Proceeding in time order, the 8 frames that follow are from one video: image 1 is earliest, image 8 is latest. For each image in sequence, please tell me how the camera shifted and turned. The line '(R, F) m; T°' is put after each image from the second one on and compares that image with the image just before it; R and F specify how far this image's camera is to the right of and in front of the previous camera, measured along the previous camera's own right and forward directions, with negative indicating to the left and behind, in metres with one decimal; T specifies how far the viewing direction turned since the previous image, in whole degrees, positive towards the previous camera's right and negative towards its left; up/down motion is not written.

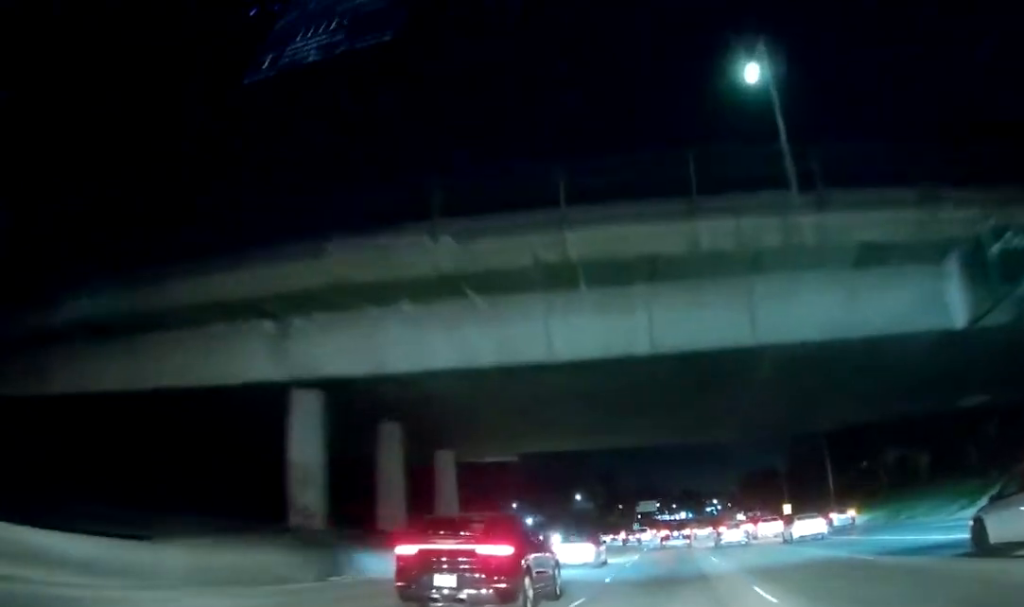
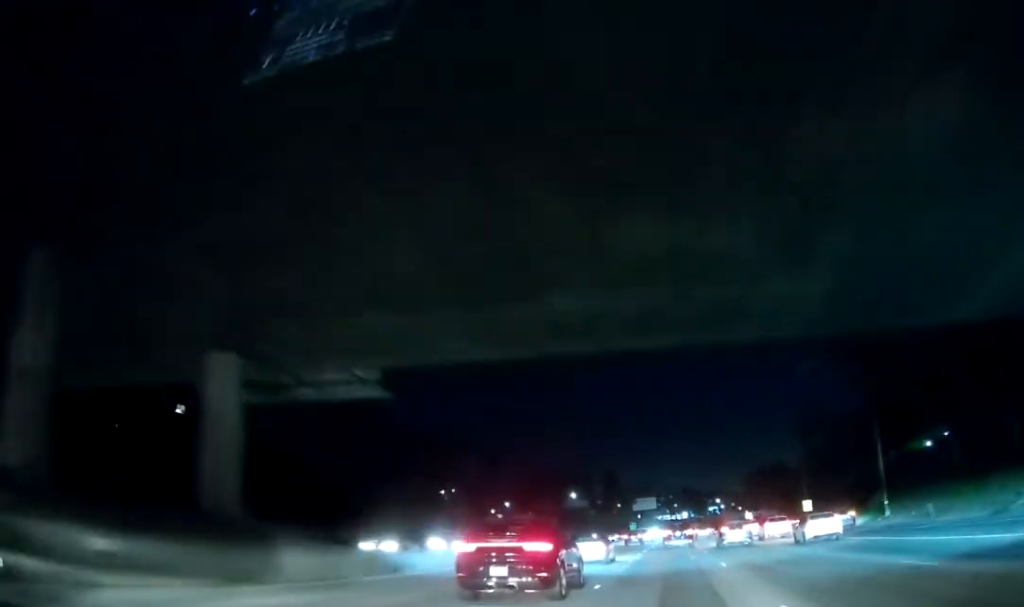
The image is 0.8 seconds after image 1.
(0.0, +17.3) m; 0°
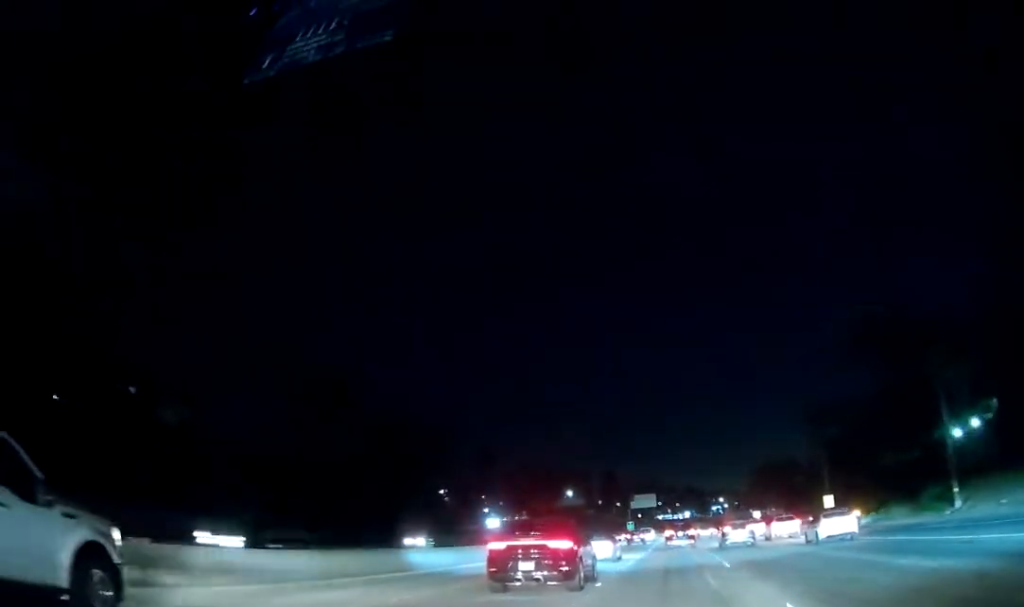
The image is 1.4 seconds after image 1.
(+0.1, +14.3) m; 0°
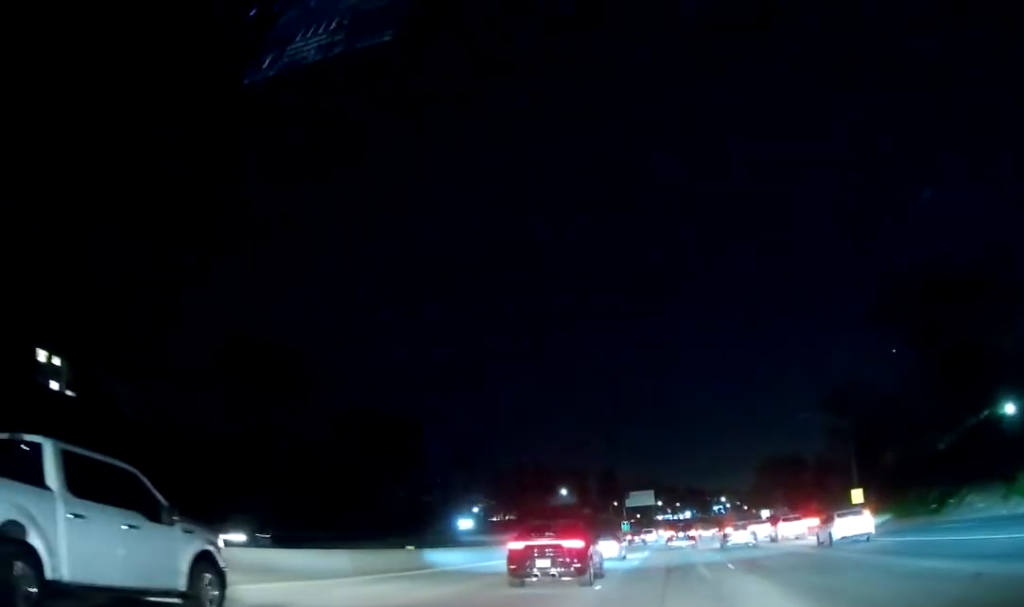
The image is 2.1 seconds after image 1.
(-0.2, +15.2) m; 0°
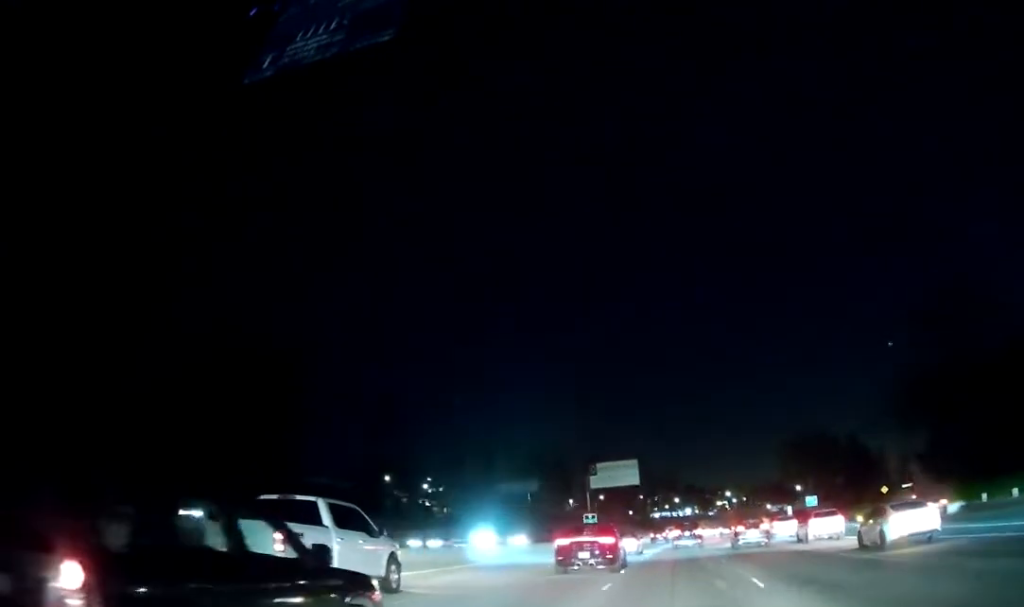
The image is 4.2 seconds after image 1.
(+0.5, +49.7) m; 0°
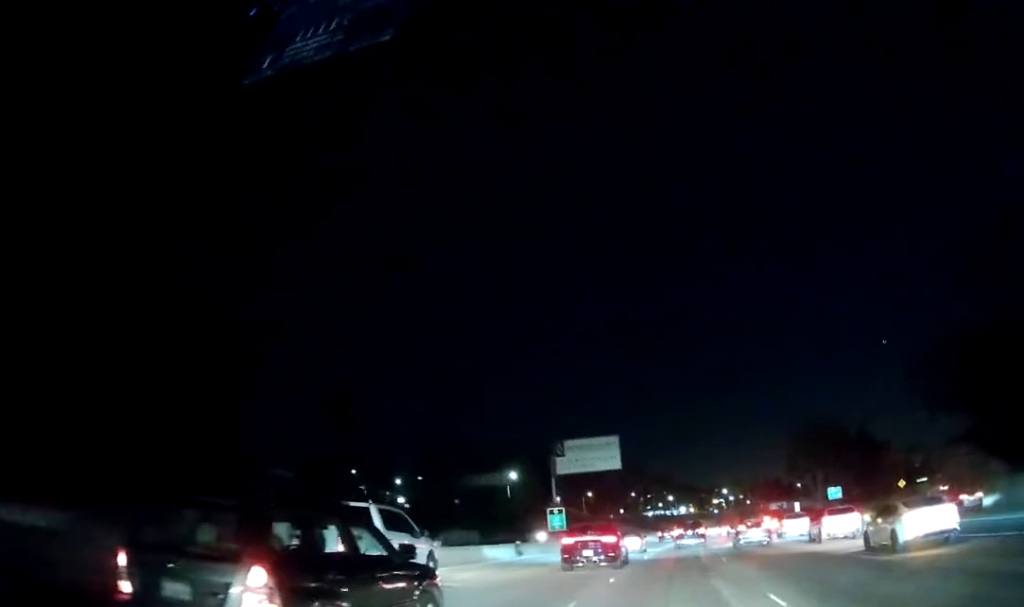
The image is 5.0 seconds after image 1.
(-0.1, +17.9) m; 0°
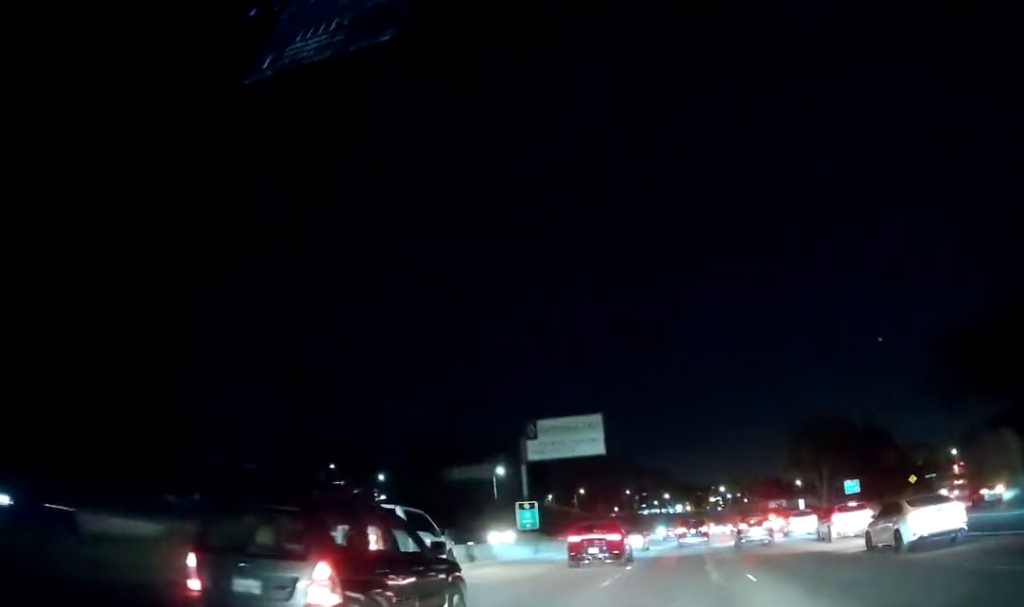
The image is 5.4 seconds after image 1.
(0.0, +10.2) m; 0°
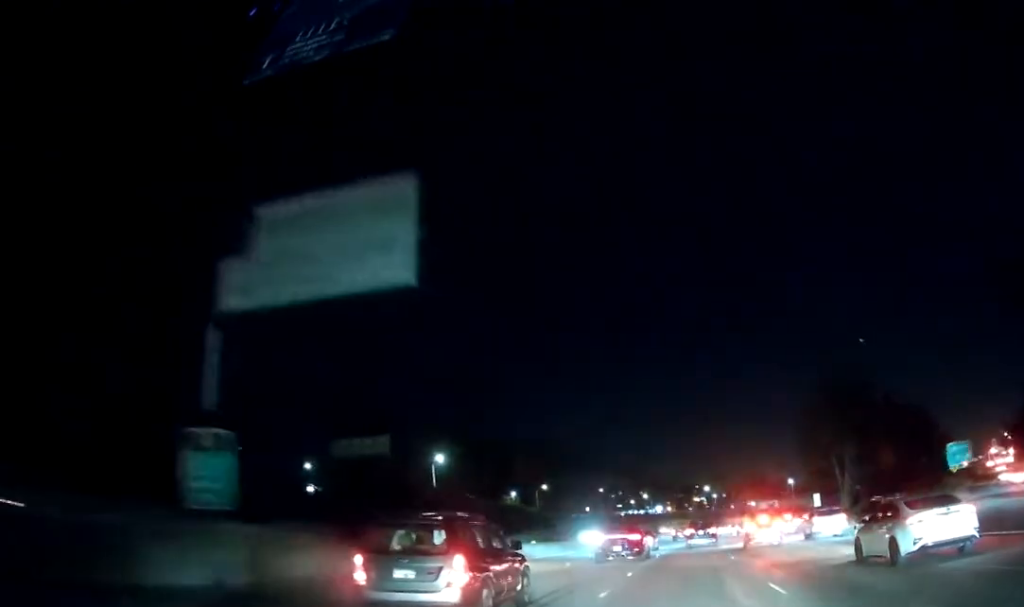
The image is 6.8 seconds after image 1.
(+0.5, +32.3) m; +1°
